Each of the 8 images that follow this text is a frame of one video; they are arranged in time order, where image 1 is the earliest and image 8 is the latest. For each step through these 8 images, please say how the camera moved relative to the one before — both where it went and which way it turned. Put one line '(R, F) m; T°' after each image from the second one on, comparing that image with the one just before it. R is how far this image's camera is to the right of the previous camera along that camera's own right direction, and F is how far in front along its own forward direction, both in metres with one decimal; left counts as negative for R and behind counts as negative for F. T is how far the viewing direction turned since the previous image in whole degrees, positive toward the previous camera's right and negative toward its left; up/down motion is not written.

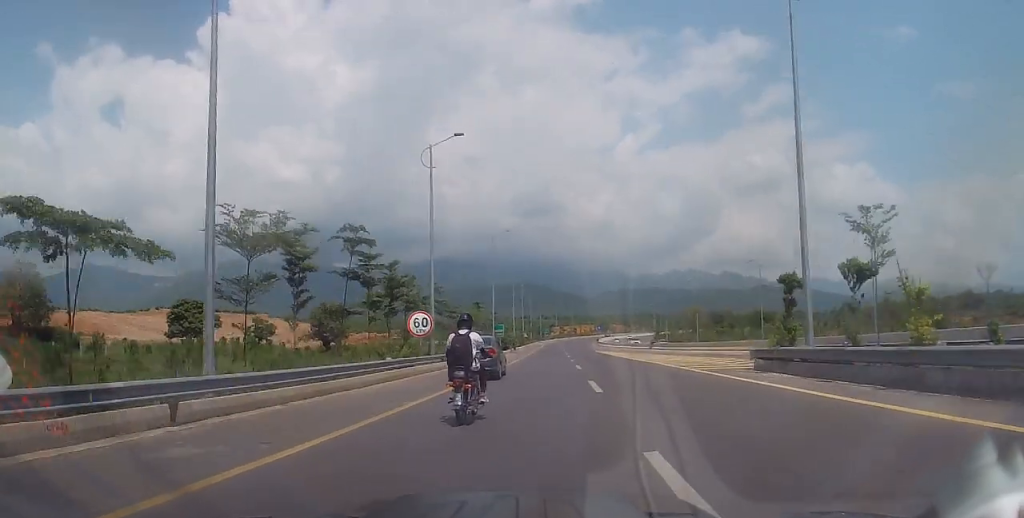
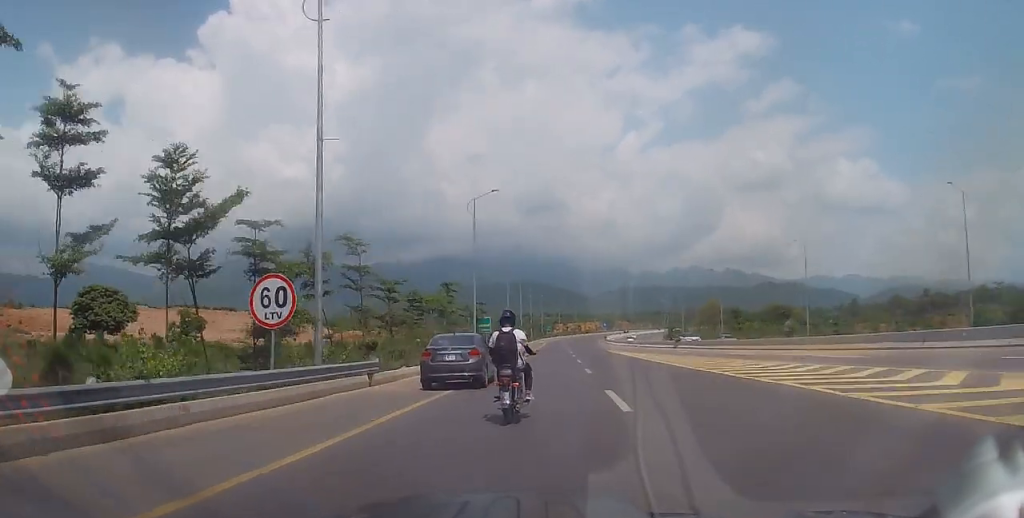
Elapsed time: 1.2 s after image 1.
(-0.4, +16.5) m; 0°
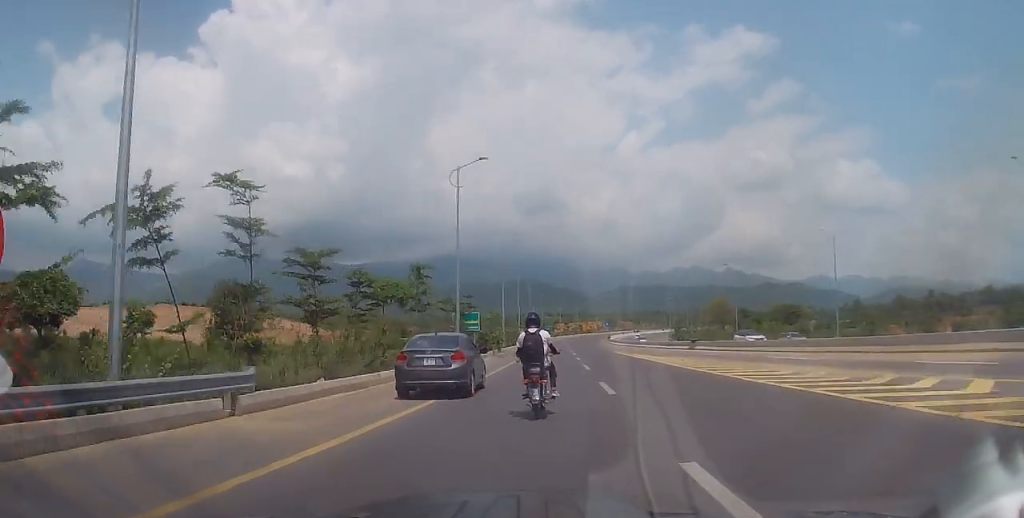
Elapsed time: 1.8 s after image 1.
(+0.3, +8.6) m; 0°
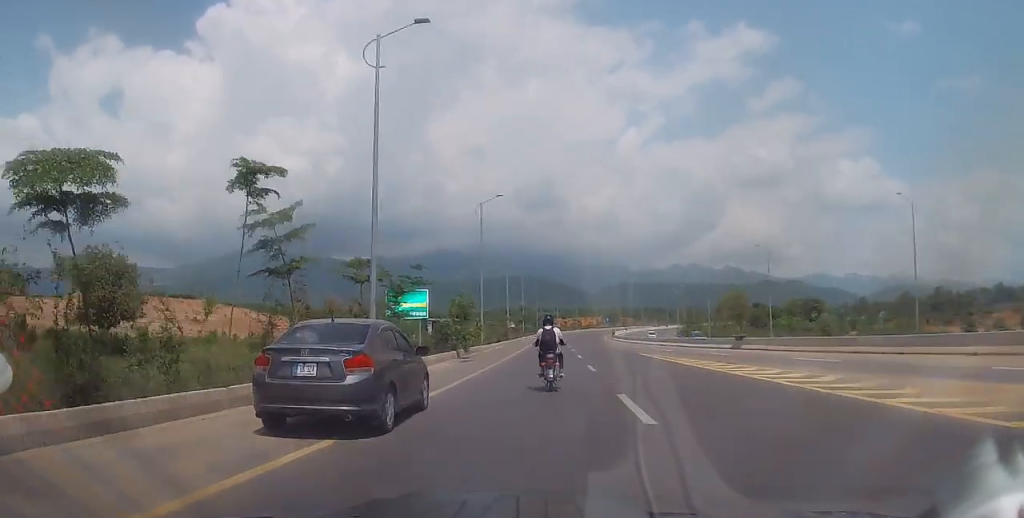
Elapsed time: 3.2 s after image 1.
(-0.4, +17.6) m; +1°
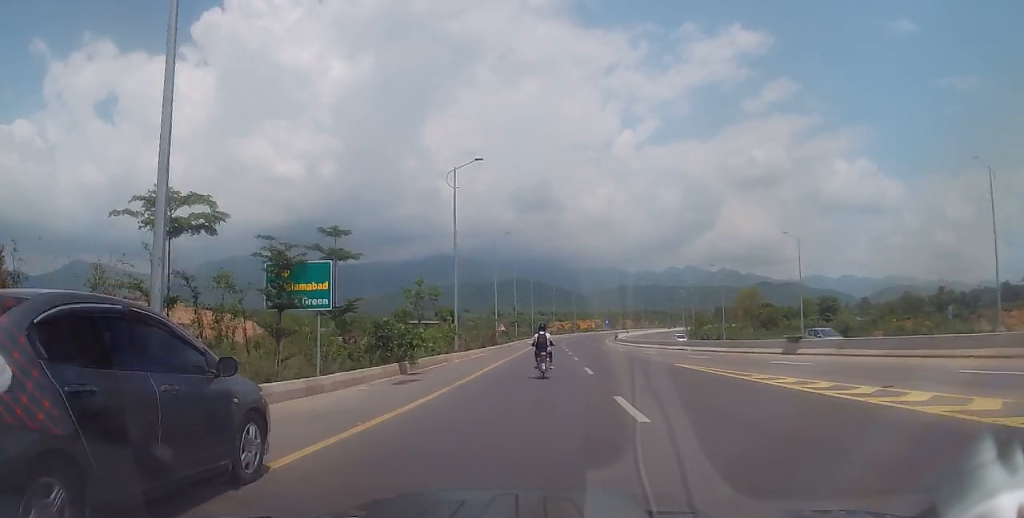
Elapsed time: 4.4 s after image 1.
(+0.5, +12.0) m; +2°
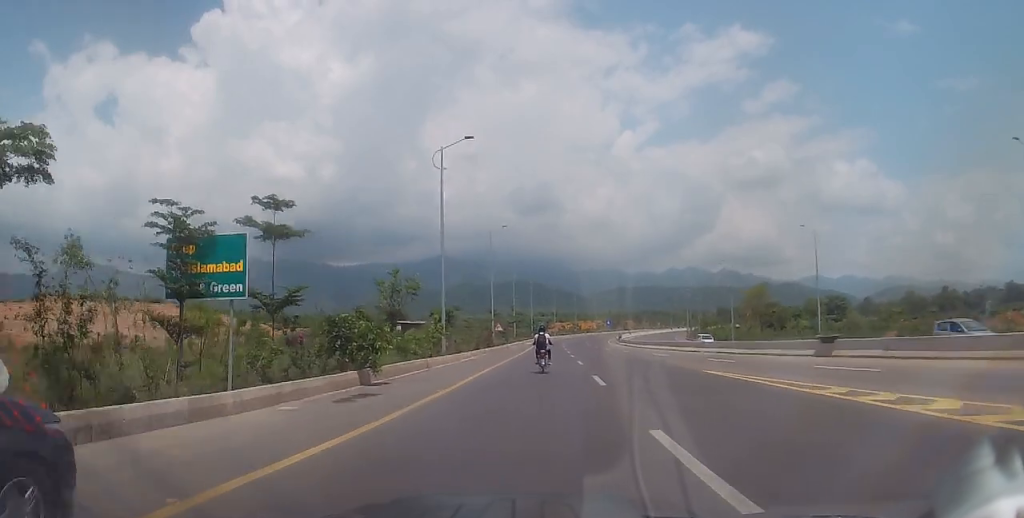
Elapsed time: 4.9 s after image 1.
(+0.3, +4.9) m; -2°
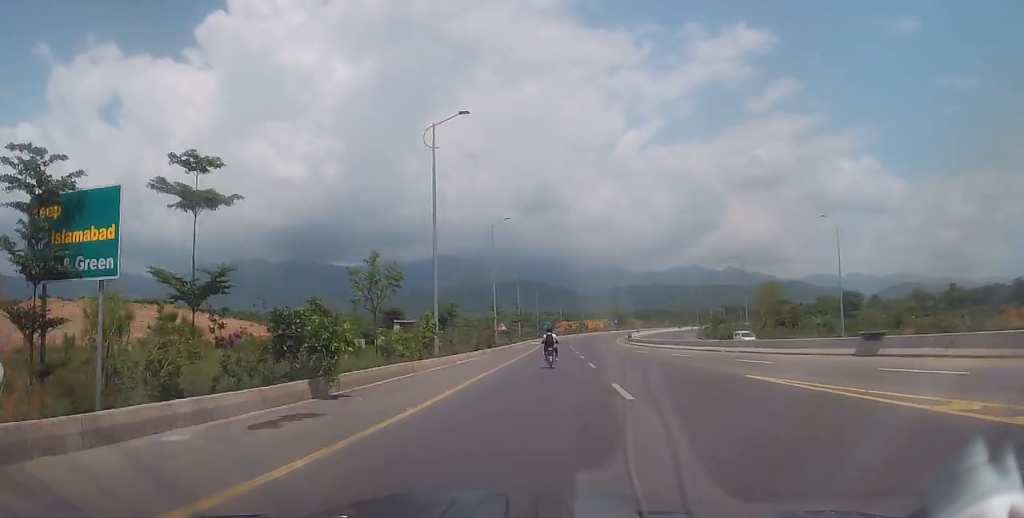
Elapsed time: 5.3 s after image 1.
(-0.3, +4.1) m; -2°
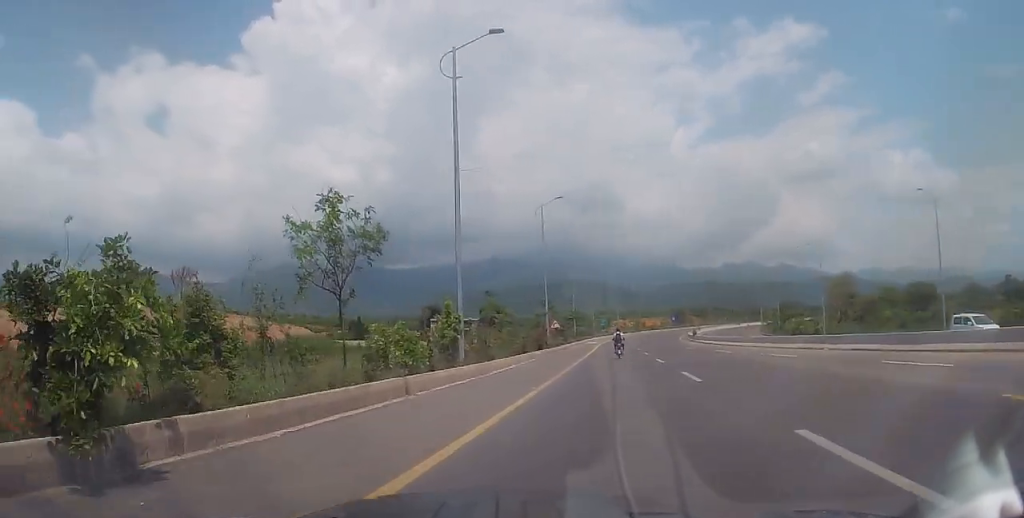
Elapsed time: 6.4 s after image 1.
(-0.5, +9.0) m; -3°
